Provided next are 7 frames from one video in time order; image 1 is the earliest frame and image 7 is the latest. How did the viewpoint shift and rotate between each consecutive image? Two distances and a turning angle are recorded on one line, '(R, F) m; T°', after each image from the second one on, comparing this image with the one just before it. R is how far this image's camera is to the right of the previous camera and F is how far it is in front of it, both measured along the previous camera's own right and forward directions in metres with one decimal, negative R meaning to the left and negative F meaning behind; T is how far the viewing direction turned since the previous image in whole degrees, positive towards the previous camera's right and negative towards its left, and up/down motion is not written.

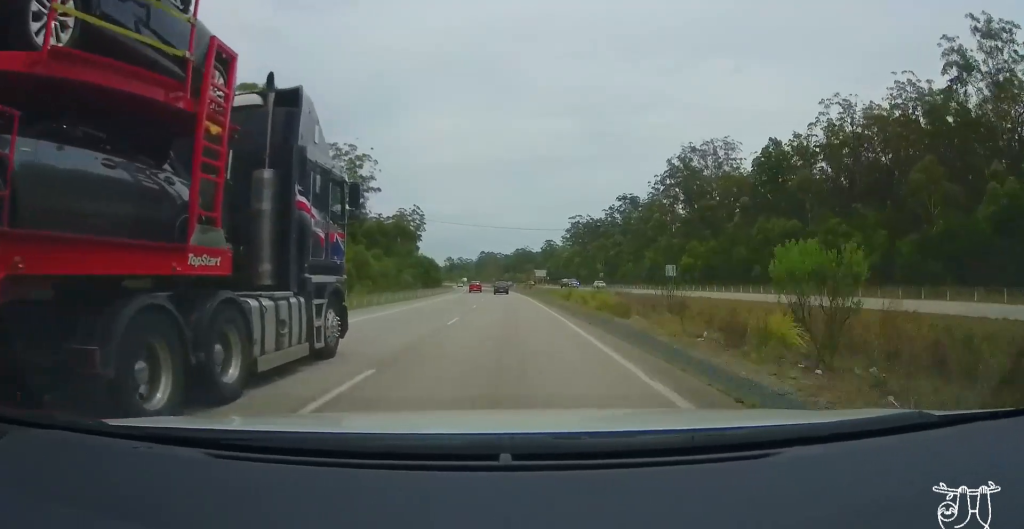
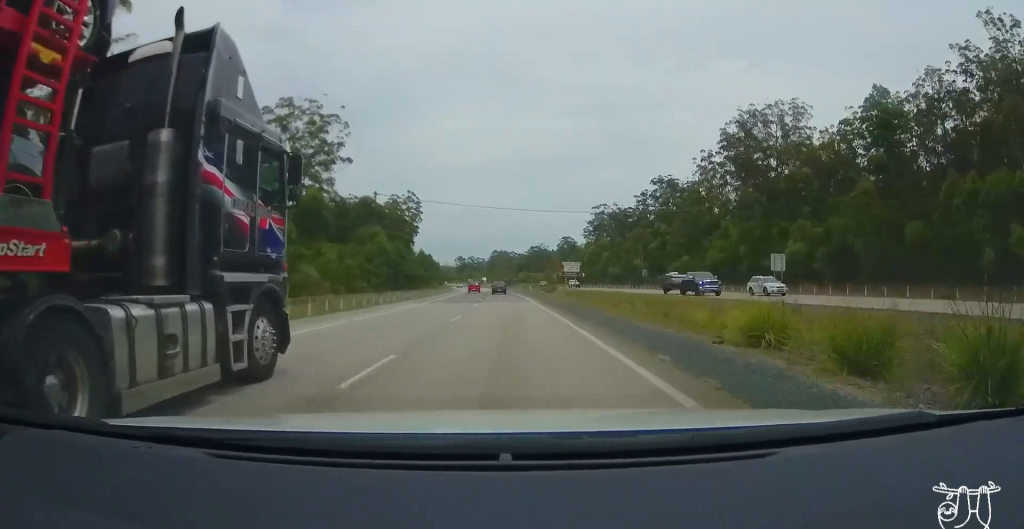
(-0.4, +34.9) m; -1°
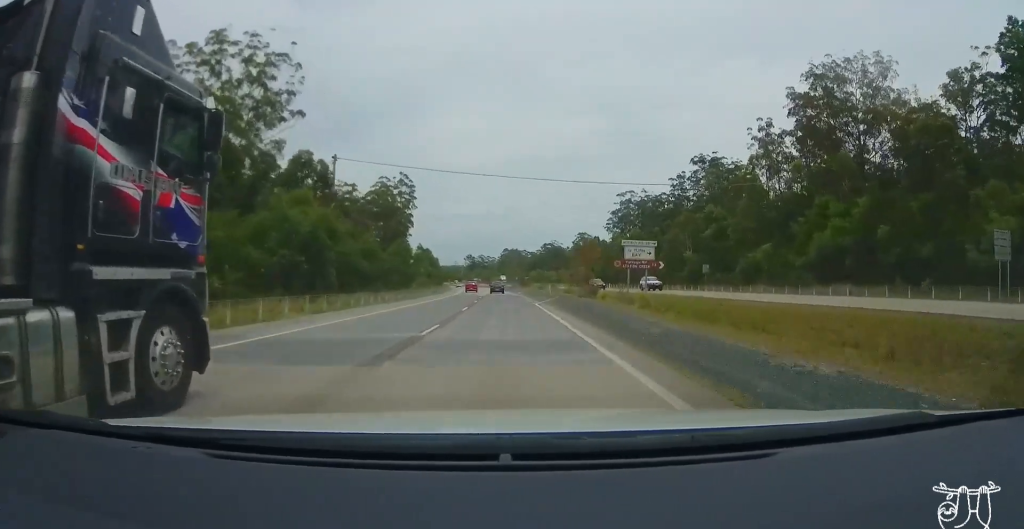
(0.0, +28.9) m; -1°
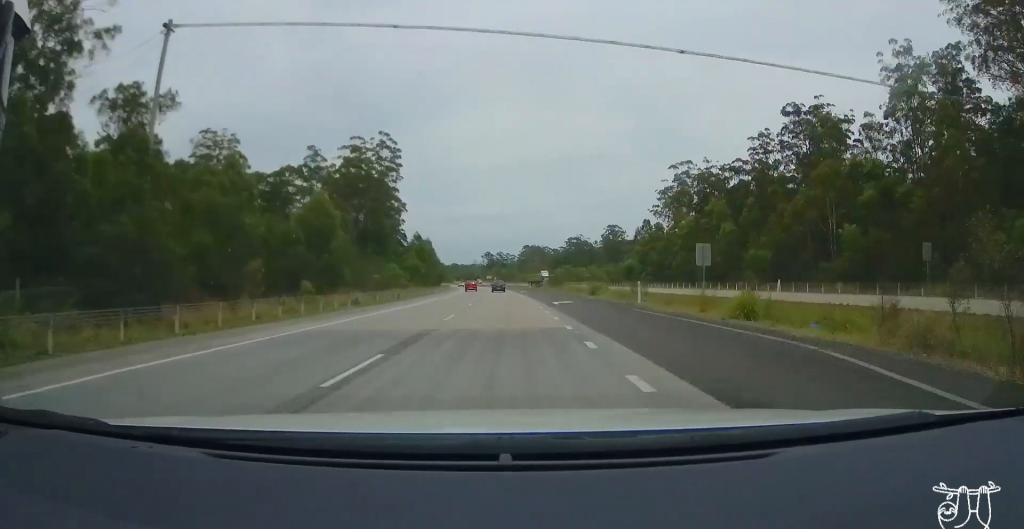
(-0.9, +42.2) m; -3°
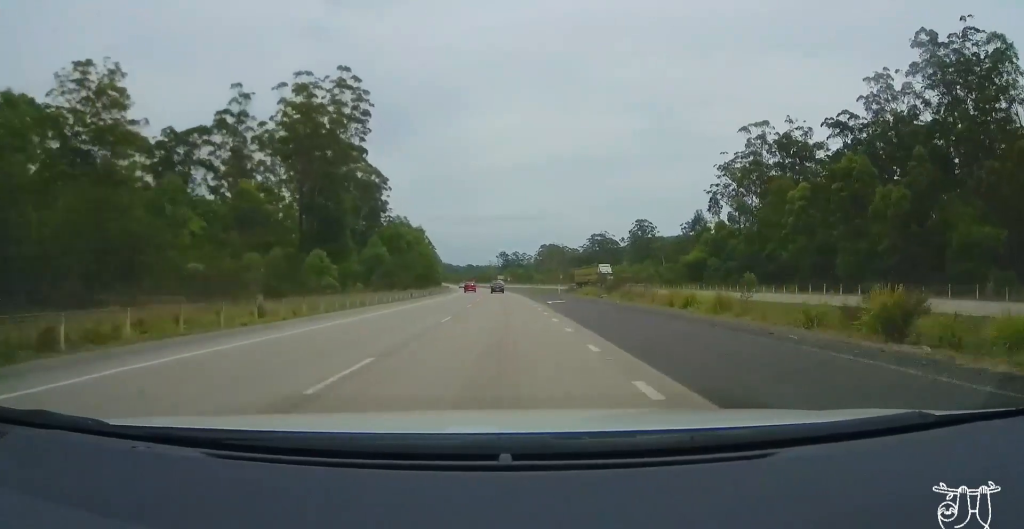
(-0.7, +36.1) m; -2°
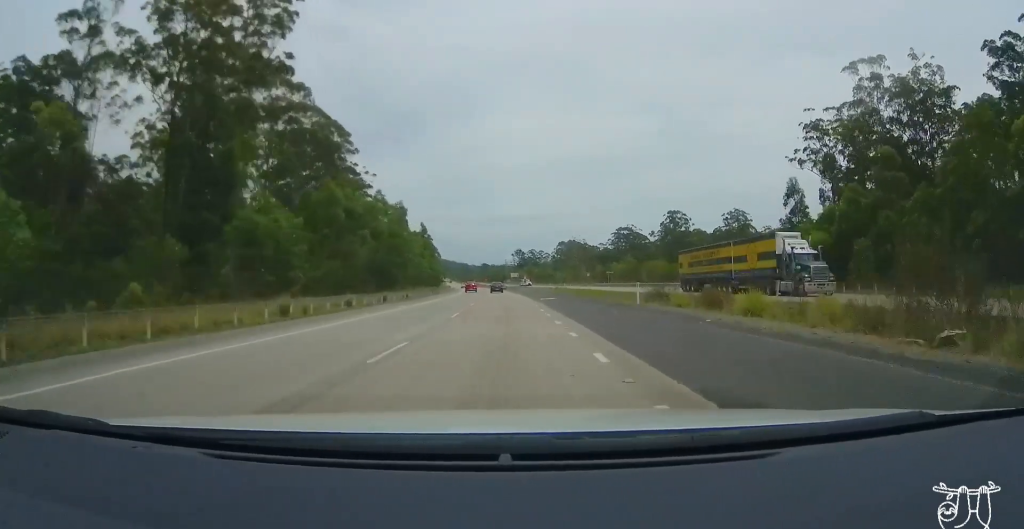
(-0.6, +32.5) m; -2°
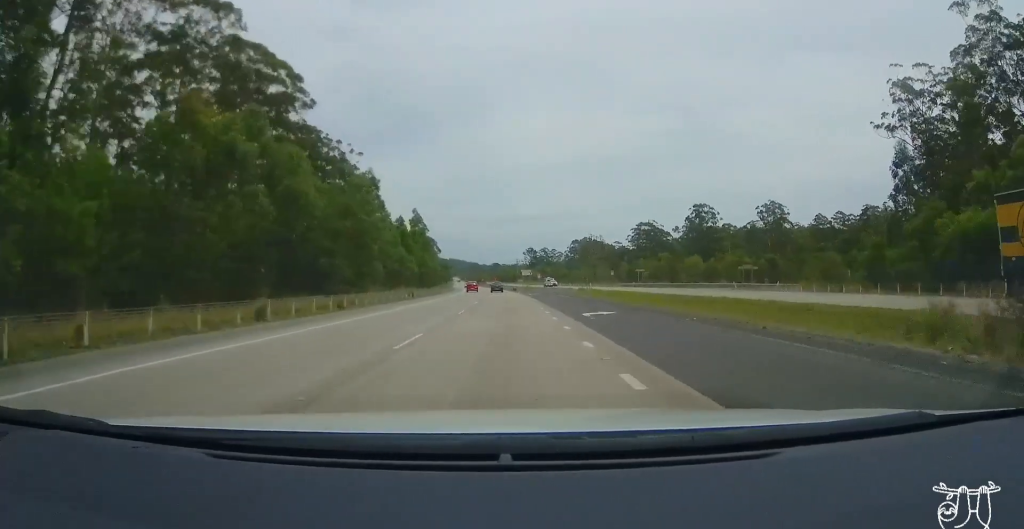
(-0.4, +23.0) m; 0°
